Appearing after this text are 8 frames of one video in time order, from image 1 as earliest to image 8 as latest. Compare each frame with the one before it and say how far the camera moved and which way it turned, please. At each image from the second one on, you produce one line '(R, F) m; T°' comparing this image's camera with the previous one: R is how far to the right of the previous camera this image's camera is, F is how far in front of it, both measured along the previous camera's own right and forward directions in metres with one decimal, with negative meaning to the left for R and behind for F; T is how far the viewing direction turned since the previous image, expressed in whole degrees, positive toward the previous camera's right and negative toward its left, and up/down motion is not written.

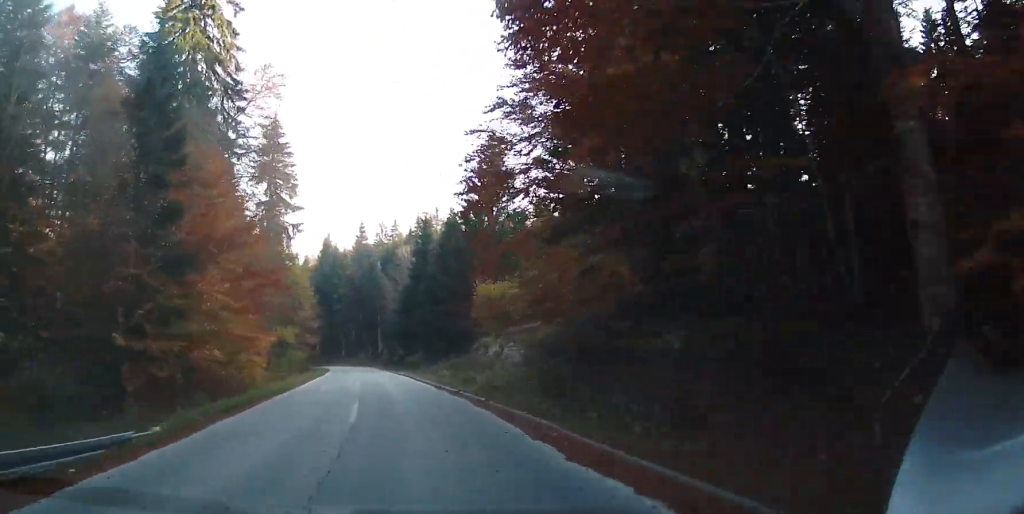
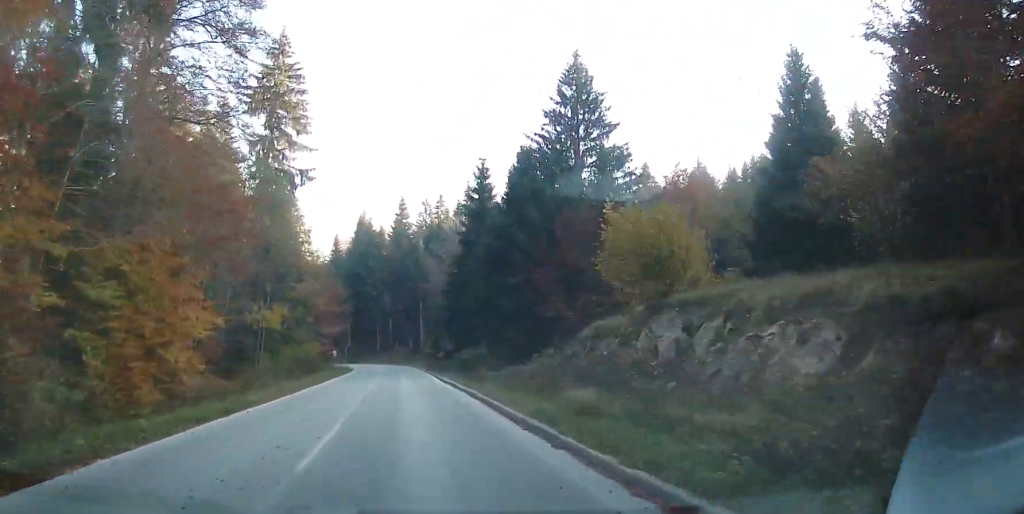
(-0.7, +20.8) m; -4°
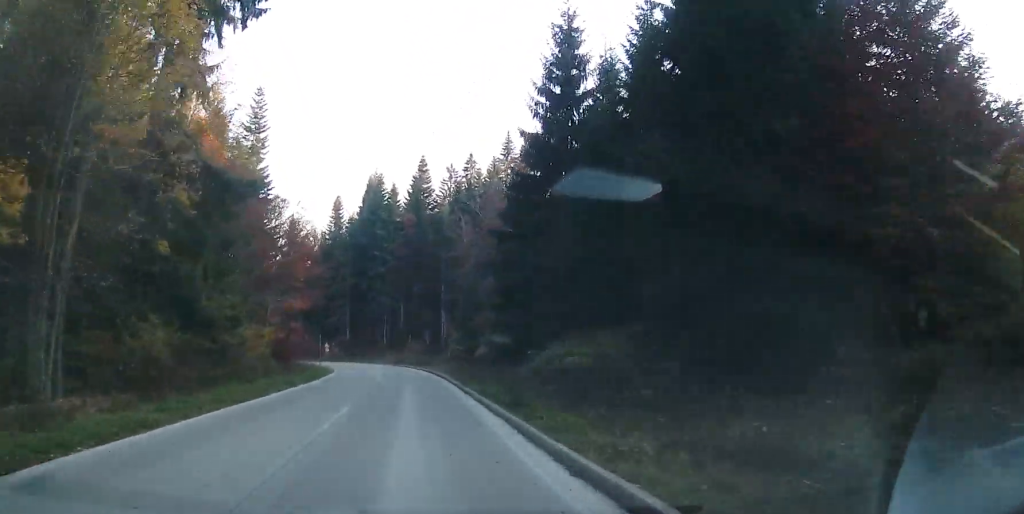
(-1.0, +27.2) m; -3°
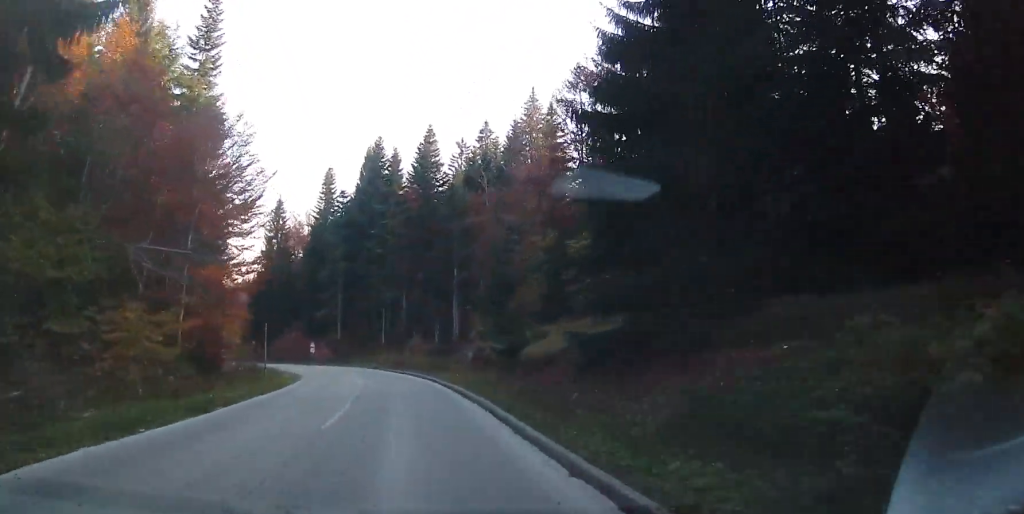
(+0.1, +15.6) m; 0°
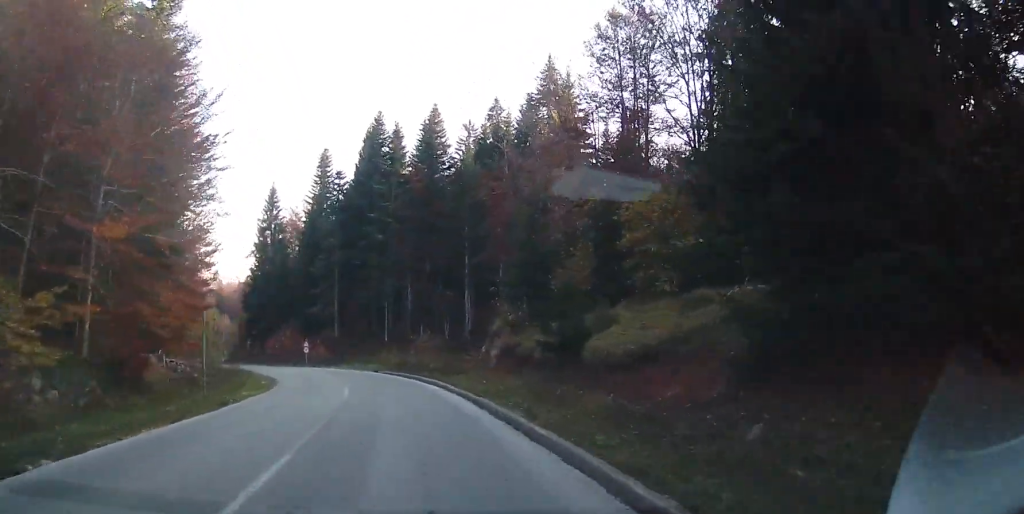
(0.0, +8.0) m; -1°
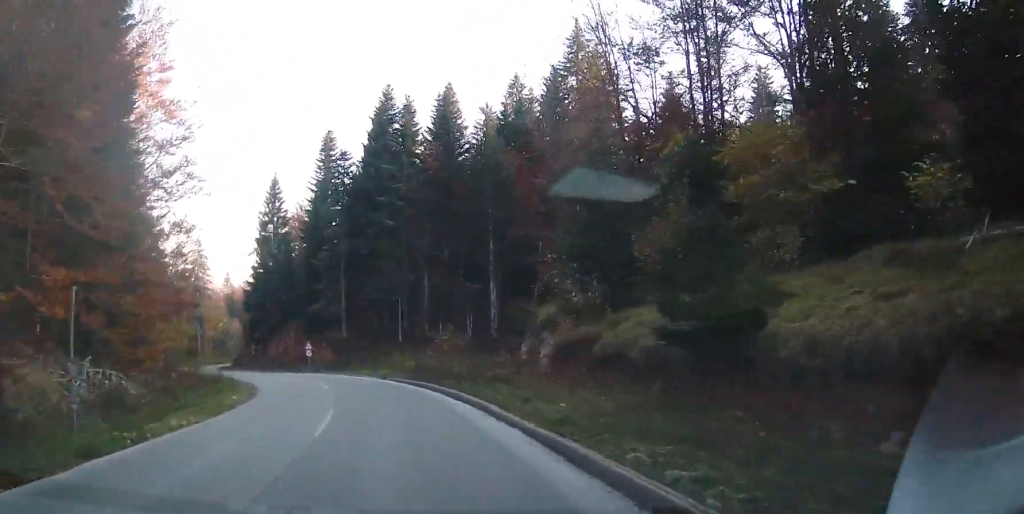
(+0.1, +8.0) m; -1°
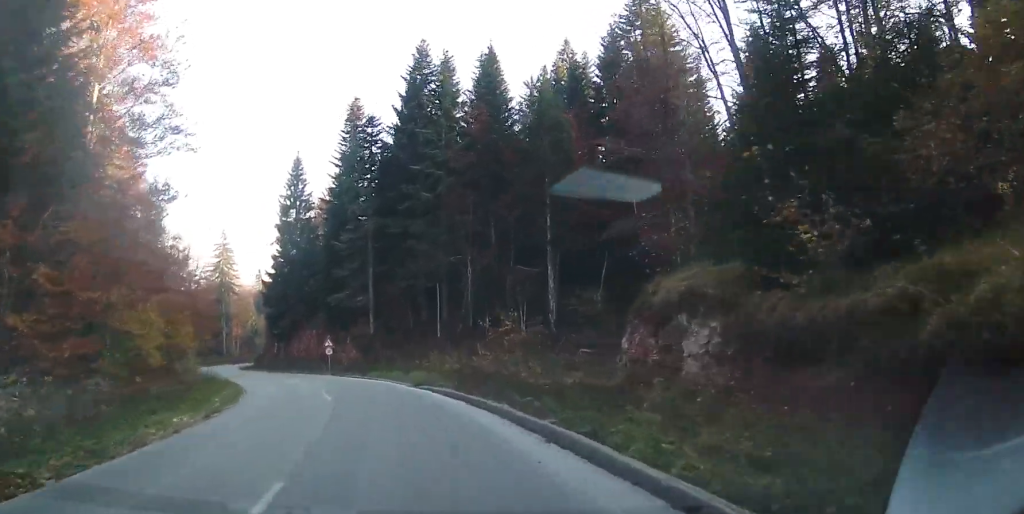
(-0.3, +9.2) m; -4°
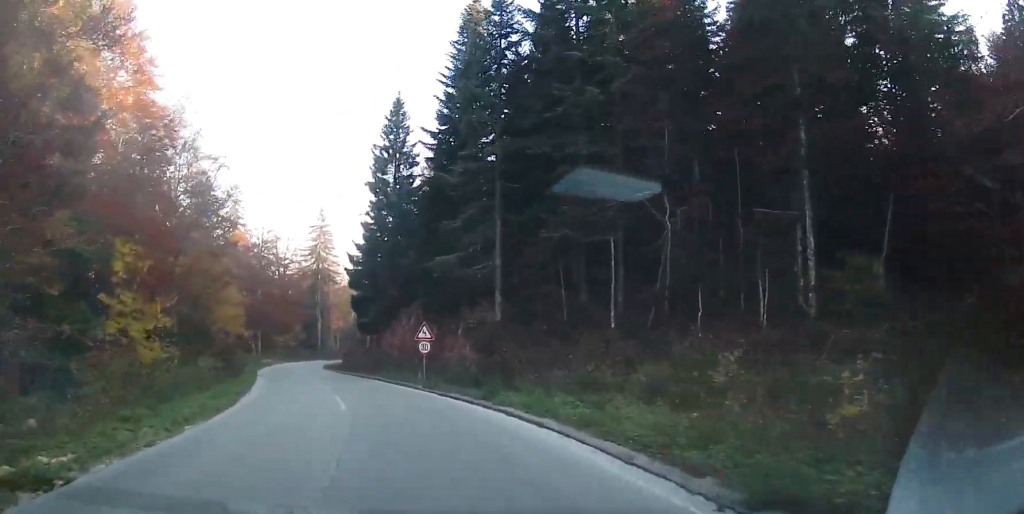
(-1.3, +19.3) m; -11°
